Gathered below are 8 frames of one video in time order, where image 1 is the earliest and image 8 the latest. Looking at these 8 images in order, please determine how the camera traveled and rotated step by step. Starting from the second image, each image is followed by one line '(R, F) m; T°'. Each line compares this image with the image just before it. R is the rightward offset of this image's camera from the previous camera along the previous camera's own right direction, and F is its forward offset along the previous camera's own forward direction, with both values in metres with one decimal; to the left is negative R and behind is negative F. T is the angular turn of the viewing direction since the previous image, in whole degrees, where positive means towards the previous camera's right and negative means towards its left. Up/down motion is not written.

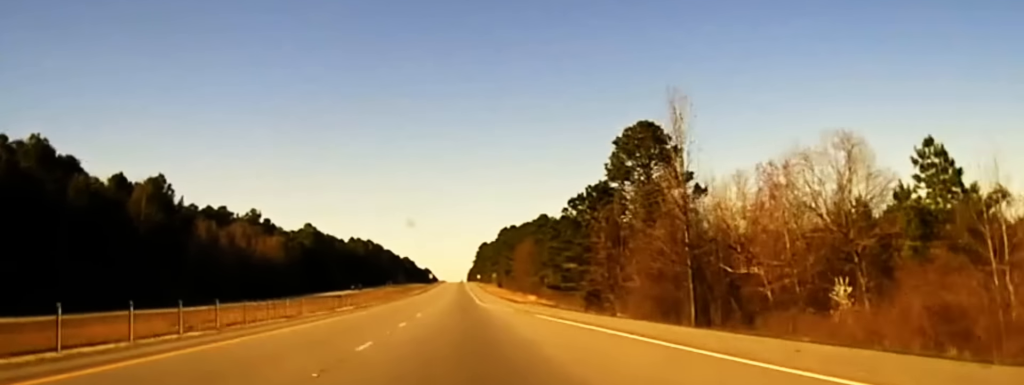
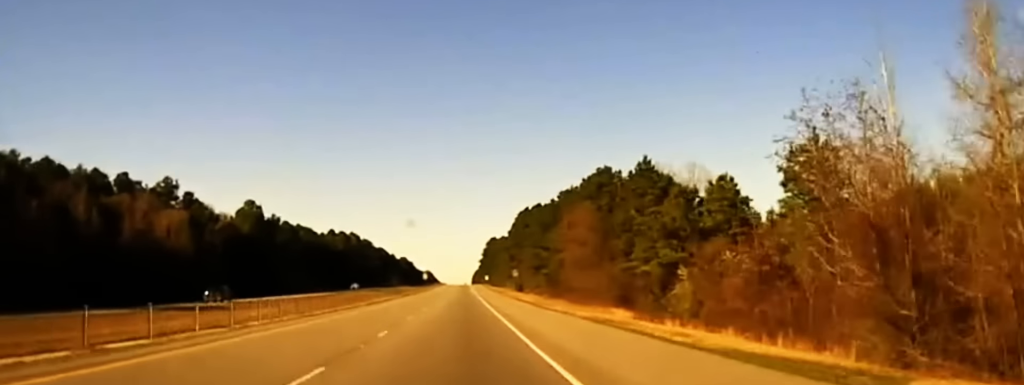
(0.0, +81.8) m; 0°
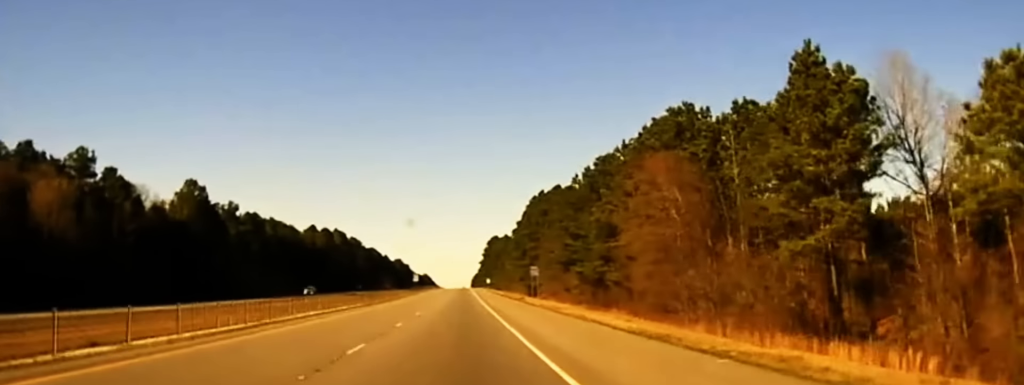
(+0.1, +43.0) m; 0°
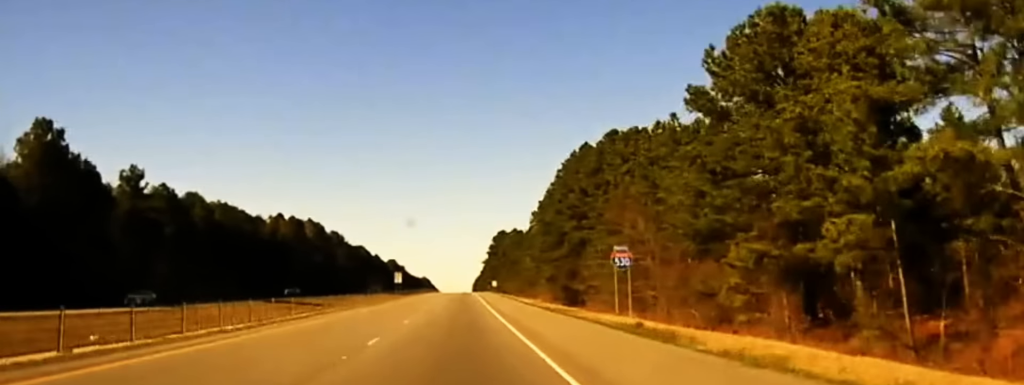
(+0.1, +58.9) m; 0°
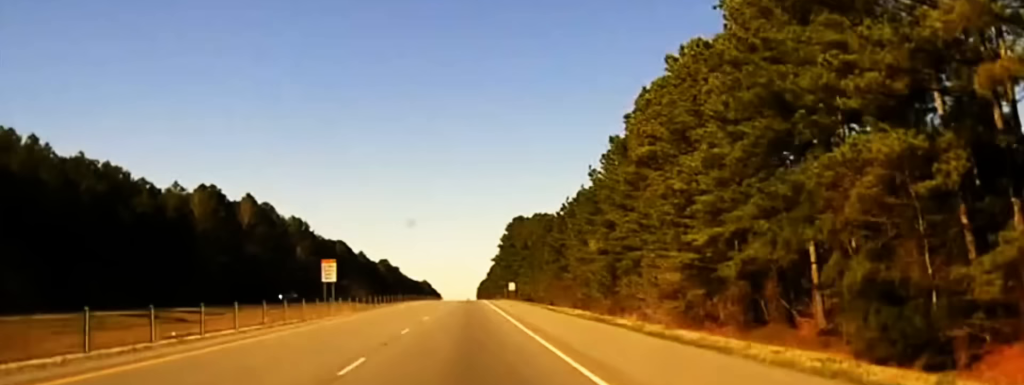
(-0.4, +81.0) m; -1°
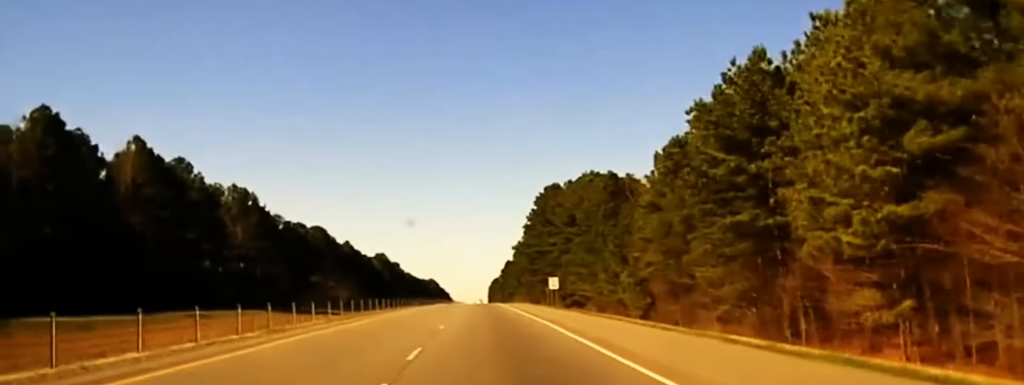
(-0.4, +71.7) m; 0°
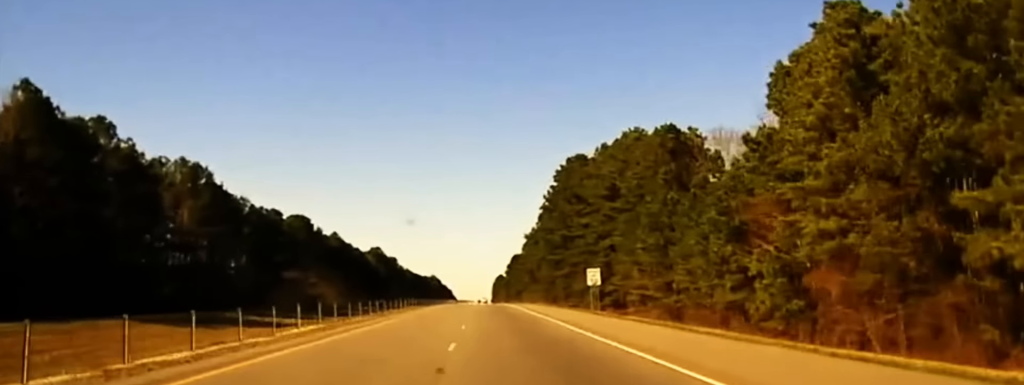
(+0.2, +33.9) m; 0°
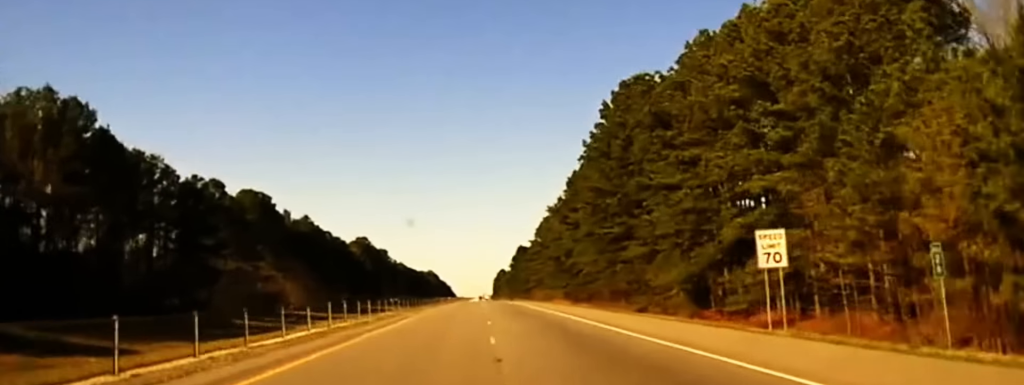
(0.0, +48.0) m; 0°
